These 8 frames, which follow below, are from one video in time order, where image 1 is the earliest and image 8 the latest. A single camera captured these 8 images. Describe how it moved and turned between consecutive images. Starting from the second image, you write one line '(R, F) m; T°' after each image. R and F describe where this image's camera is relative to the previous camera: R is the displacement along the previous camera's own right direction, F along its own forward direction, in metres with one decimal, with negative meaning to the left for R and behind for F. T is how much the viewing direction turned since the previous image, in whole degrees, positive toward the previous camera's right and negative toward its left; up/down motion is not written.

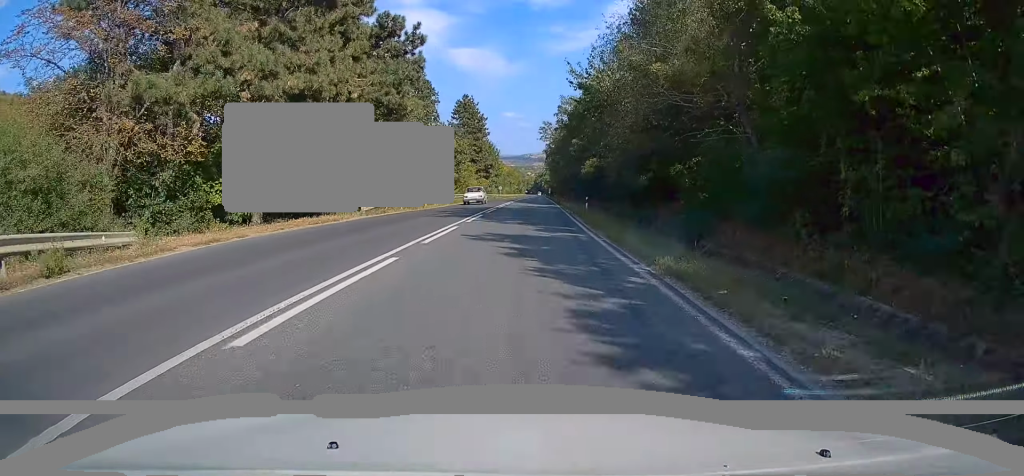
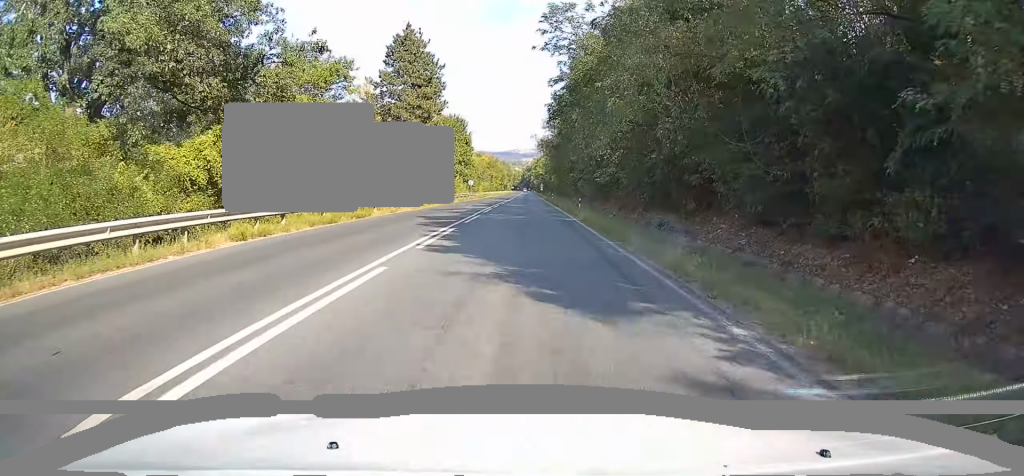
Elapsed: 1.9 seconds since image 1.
(+1.4, +45.7) m; +3°
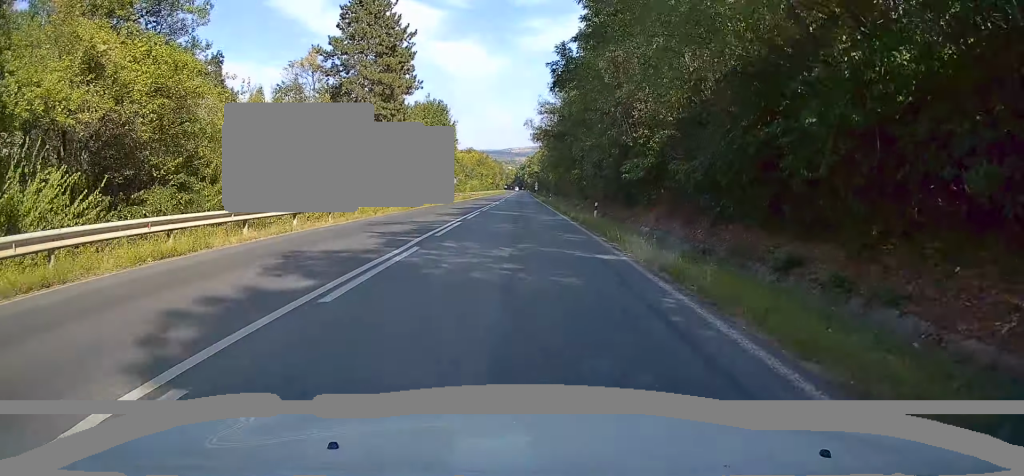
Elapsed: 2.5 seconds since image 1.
(+0.1, +14.4) m; 0°
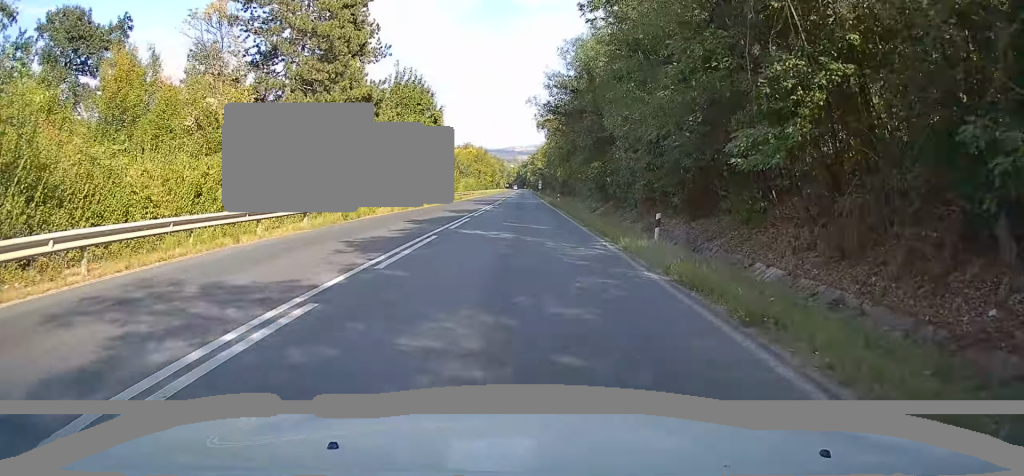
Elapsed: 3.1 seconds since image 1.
(0.0, +15.1) m; 0°
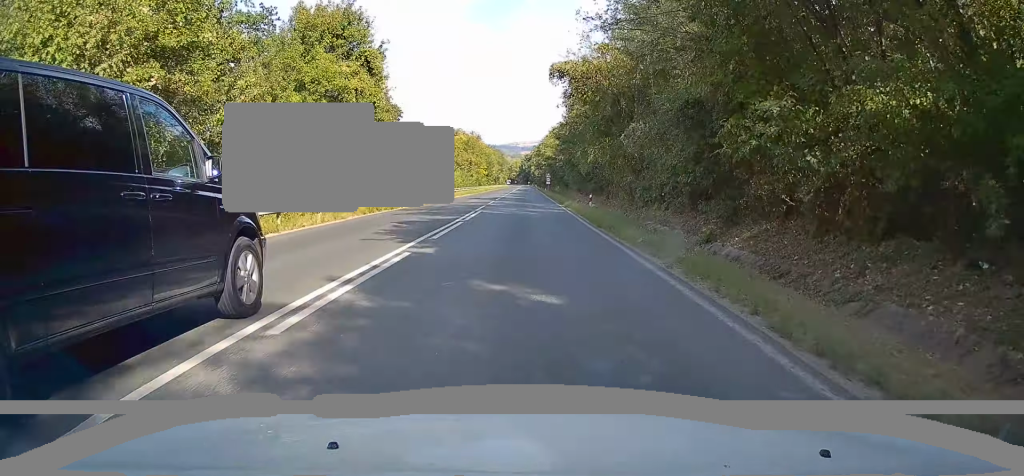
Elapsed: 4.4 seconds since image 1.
(-0.1, +30.9) m; -1°
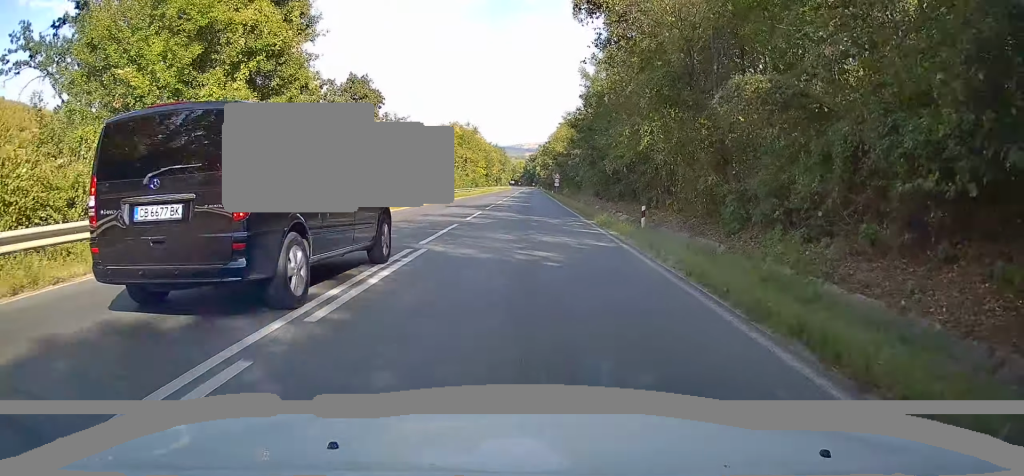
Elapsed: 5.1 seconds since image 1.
(-0.3, +15.7) m; 0°
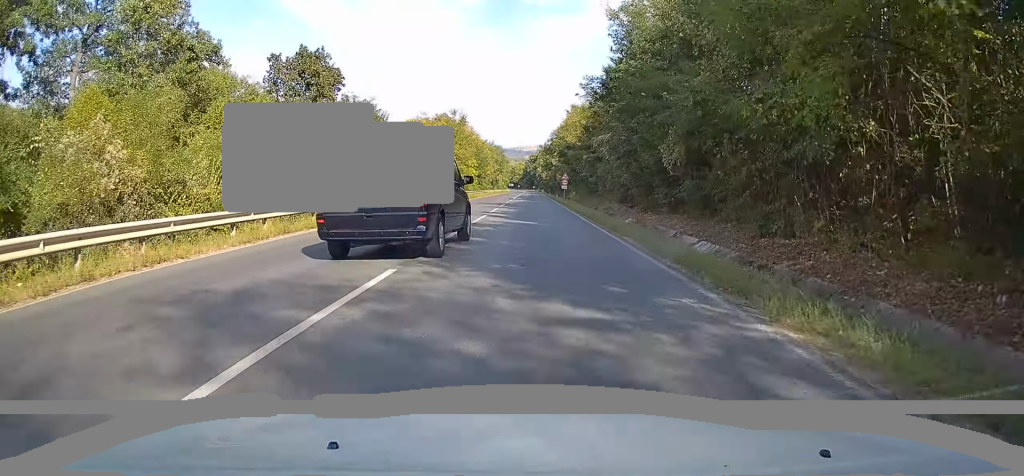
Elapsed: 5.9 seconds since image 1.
(+0.2, +18.0) m; 0°
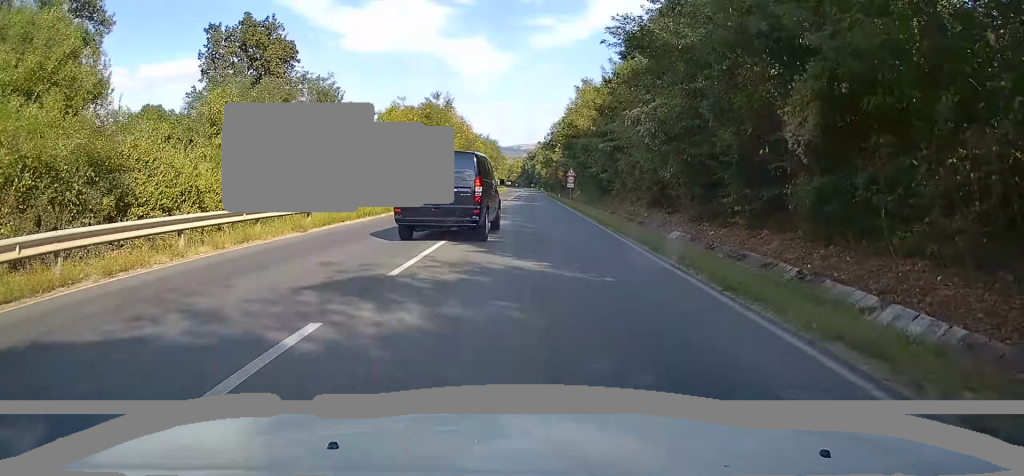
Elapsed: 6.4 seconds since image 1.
(+0.2, +12.5) m; 0°
